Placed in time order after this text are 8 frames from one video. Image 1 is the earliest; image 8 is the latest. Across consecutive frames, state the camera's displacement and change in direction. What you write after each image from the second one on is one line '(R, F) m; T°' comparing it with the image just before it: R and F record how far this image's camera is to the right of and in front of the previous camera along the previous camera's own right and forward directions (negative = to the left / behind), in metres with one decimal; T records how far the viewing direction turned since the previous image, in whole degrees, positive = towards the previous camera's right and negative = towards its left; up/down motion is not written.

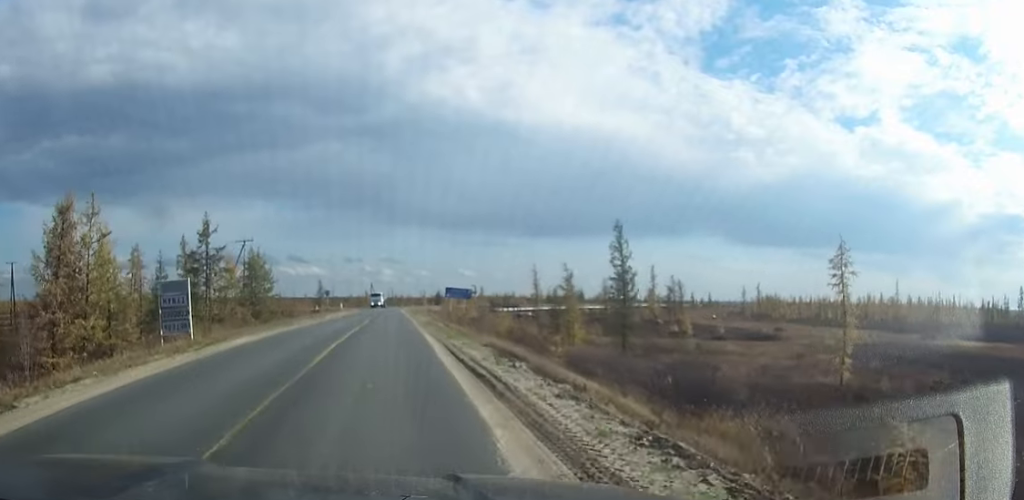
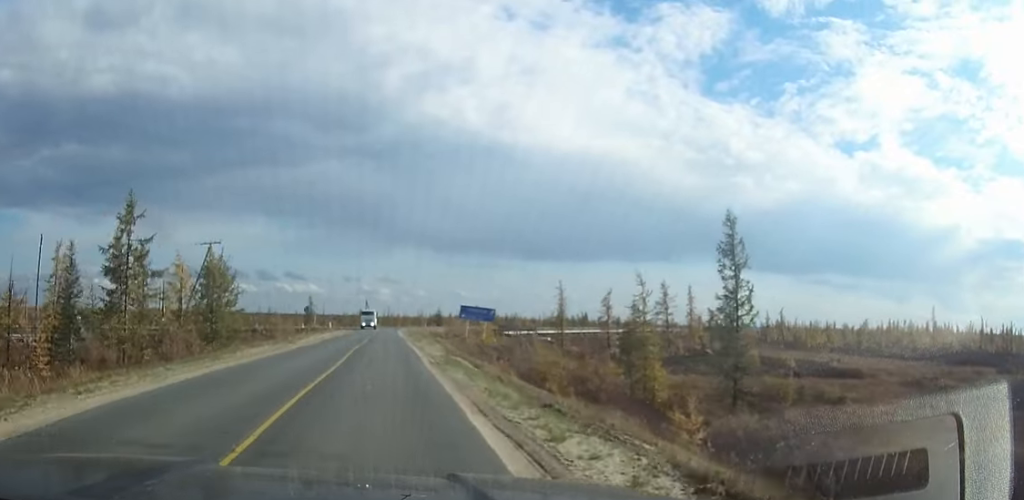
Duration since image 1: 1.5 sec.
(+0.1, +15.4) m; 0°
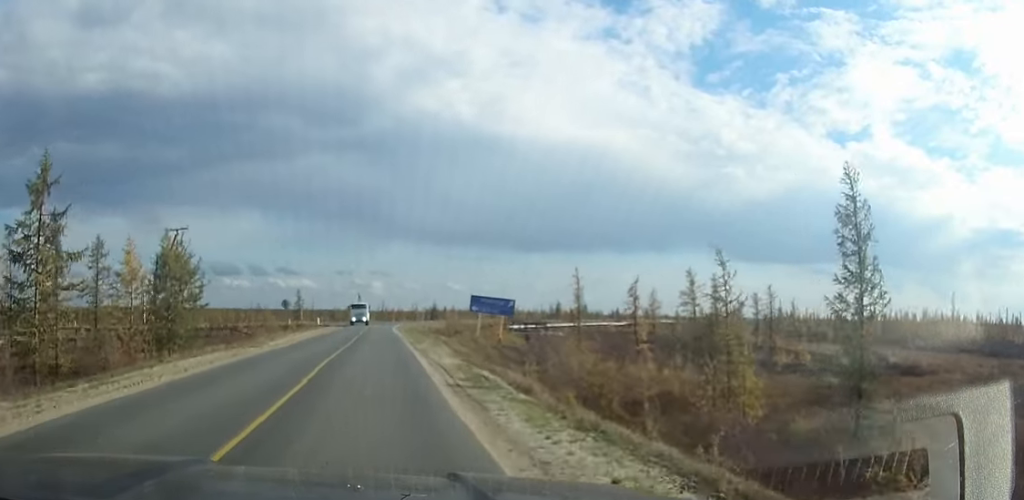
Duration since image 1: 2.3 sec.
(0.0, +9.4) m; 0°
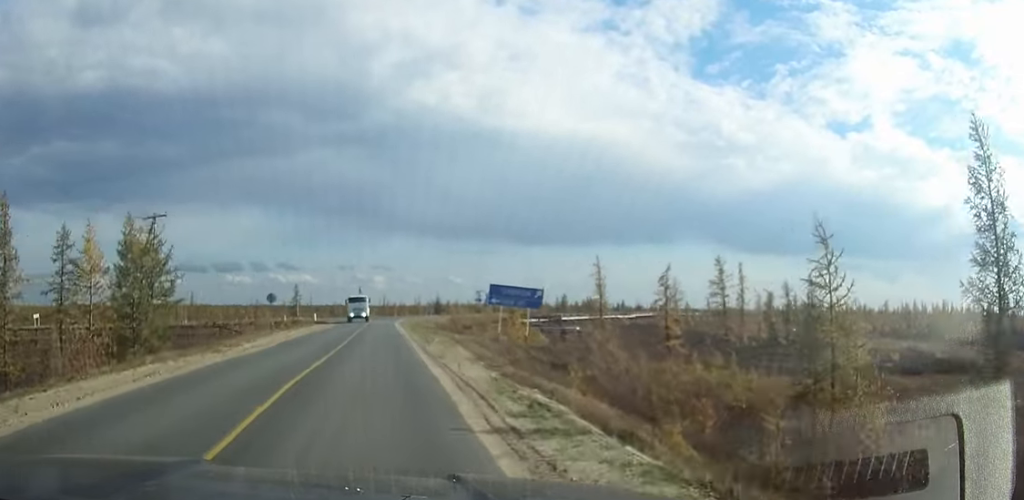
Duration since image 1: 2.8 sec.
(0.0, +6.4) m; 0°
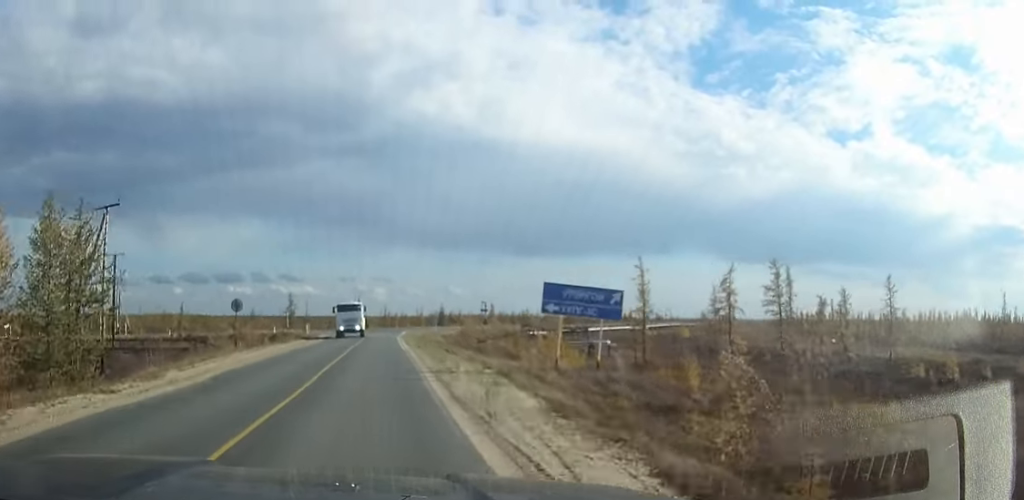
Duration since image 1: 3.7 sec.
(0.0, +9.6) m; 0°
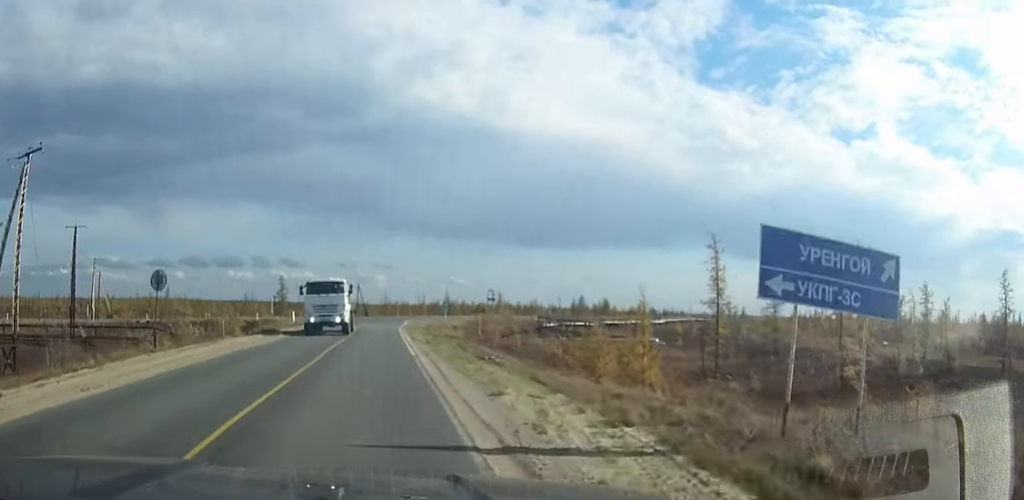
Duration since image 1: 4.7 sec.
(0.0, +12.2) m; 0°
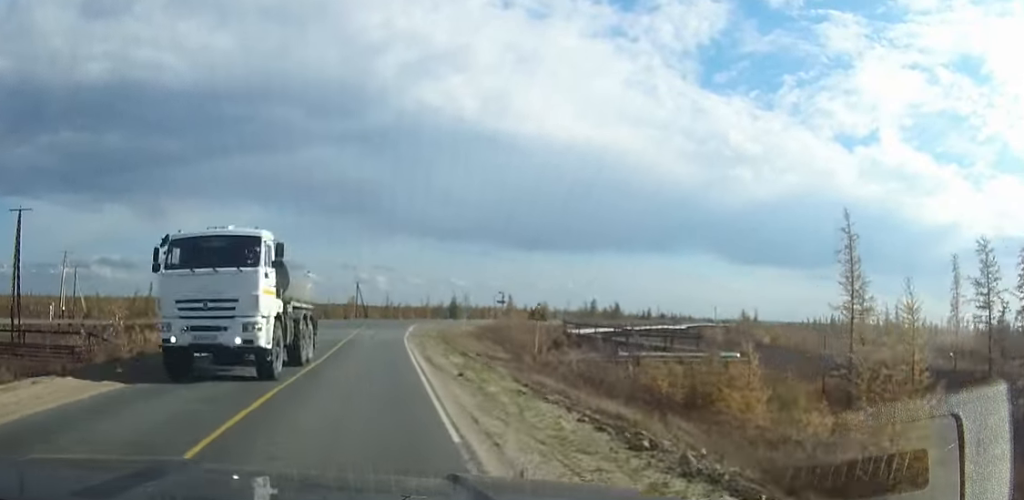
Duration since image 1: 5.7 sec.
(0.0, +13.4) m; 0°
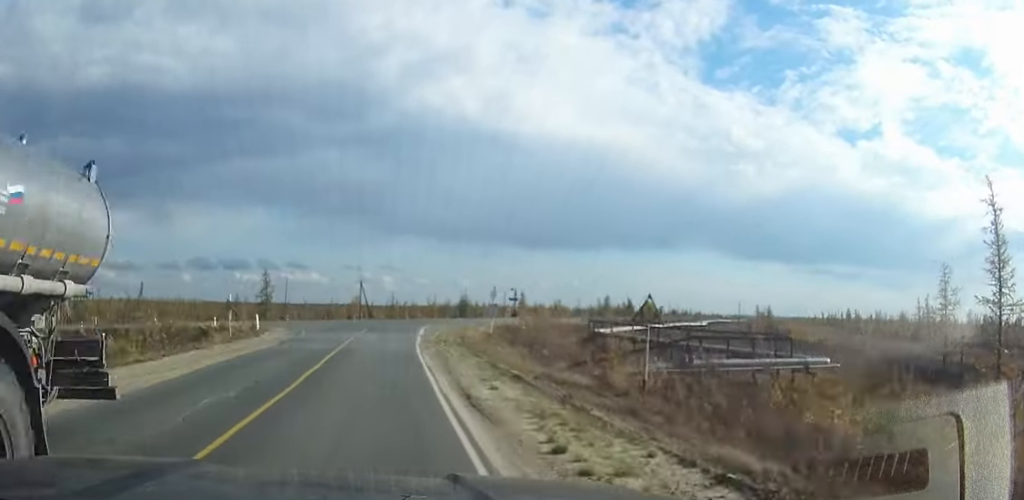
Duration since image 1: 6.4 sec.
(0.0, +9.0) m; 0°
